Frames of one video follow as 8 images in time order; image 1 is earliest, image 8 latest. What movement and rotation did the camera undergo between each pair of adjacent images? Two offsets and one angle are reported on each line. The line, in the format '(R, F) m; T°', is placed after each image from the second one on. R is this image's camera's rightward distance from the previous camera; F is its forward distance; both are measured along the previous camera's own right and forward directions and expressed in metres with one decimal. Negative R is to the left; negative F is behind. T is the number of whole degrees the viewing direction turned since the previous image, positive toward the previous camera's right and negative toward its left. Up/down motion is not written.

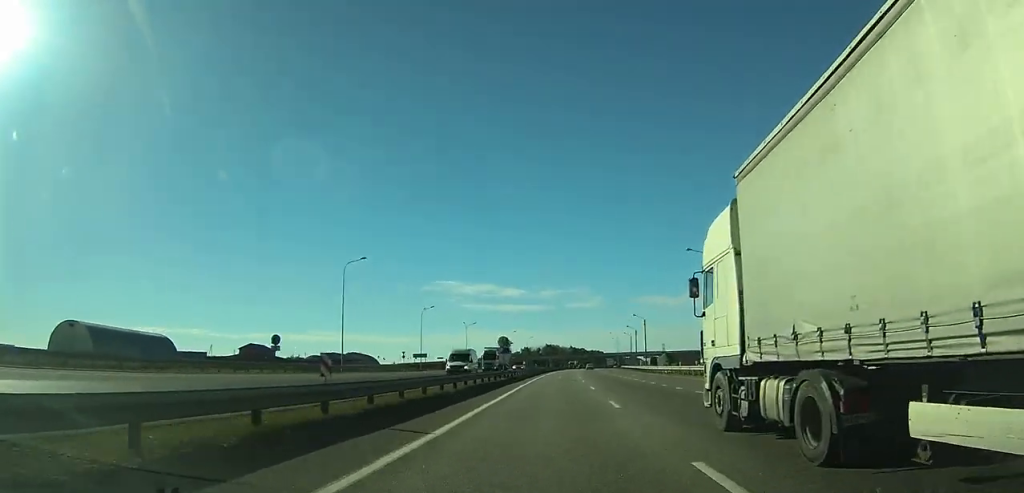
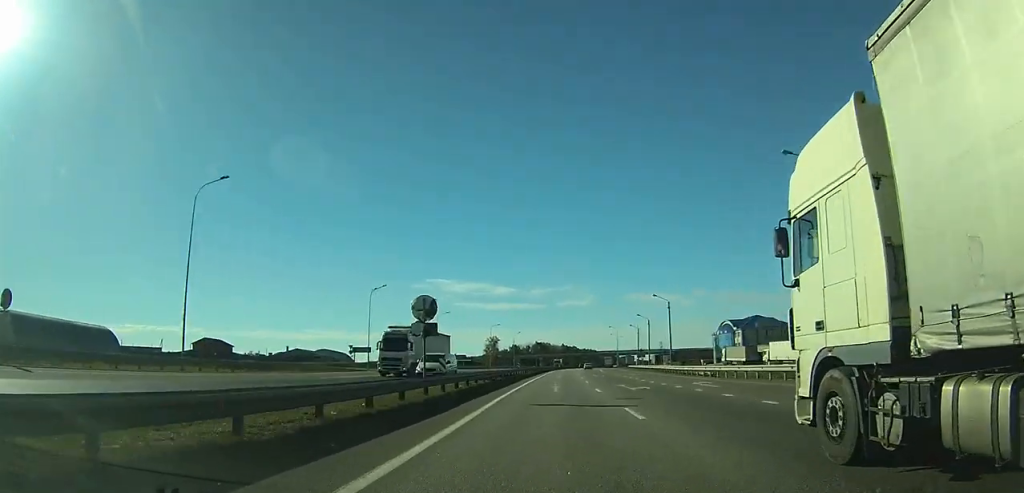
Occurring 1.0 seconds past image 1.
(-0.1, +27.8) m; 0°
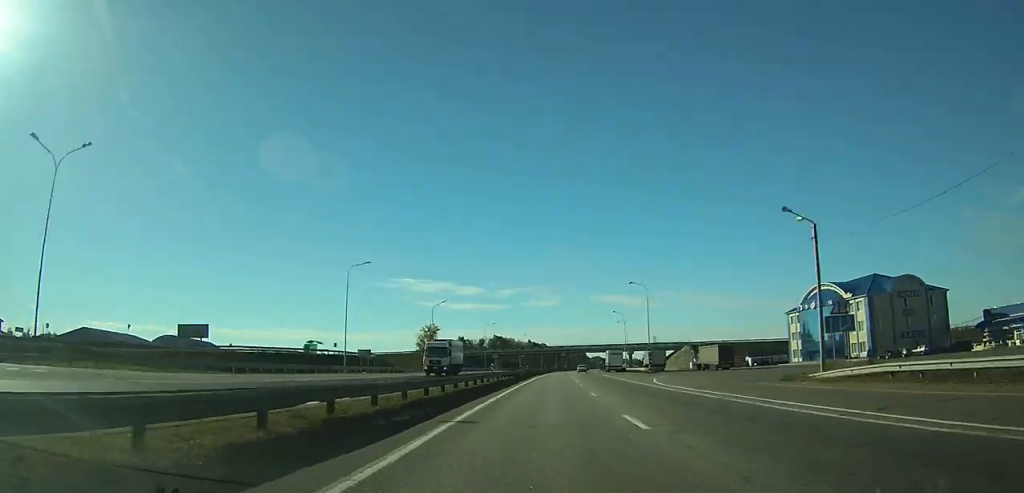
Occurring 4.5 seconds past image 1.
(+2.3, +97.8) m; +3°
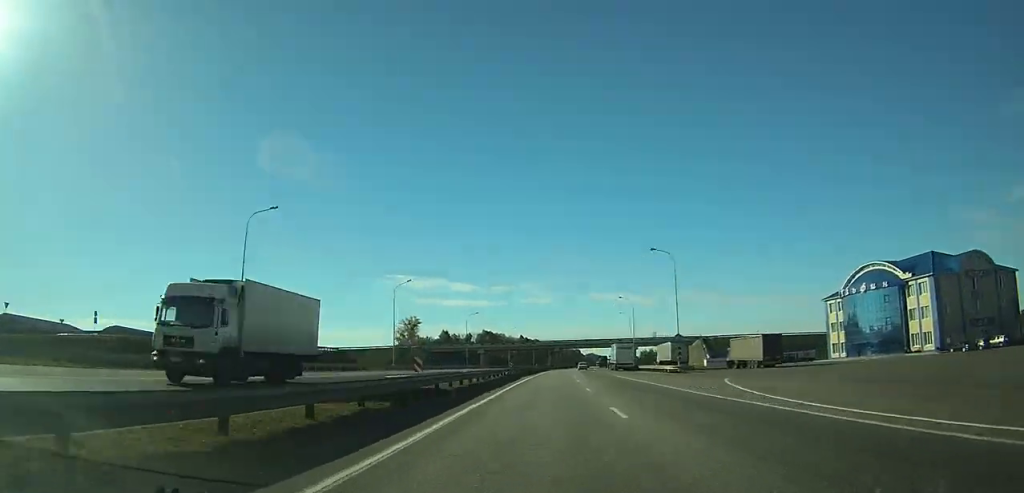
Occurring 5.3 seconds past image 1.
(-0.1, +22.2) m; +1°
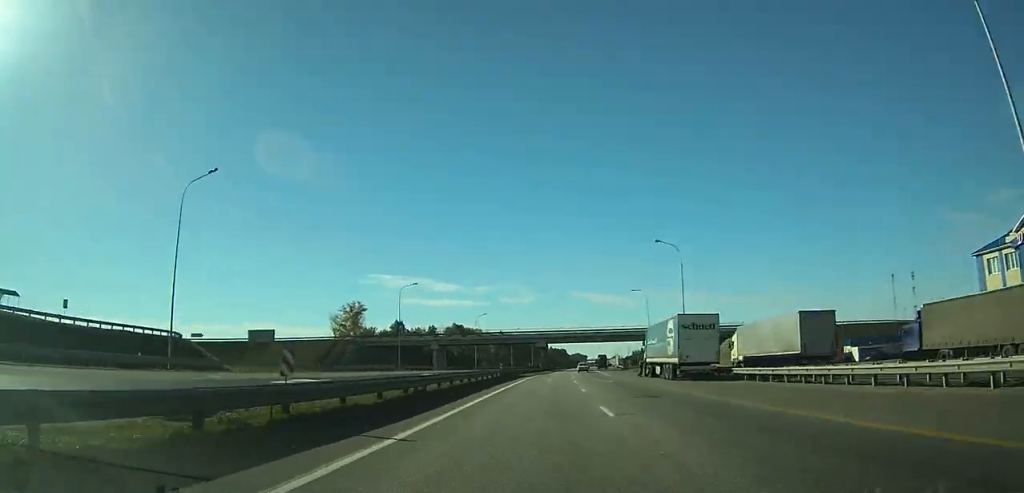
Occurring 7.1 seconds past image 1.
(+0.9, +48.0) m; +2°
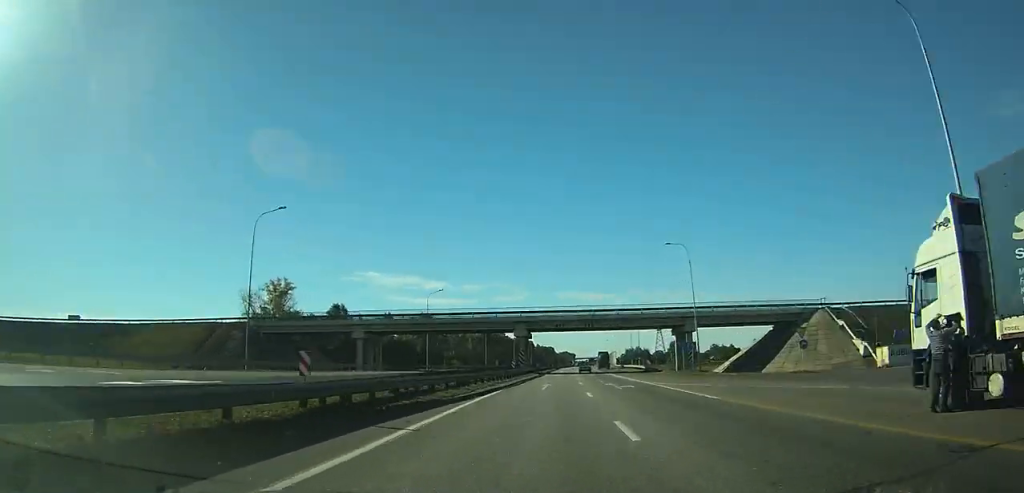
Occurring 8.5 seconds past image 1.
(+0.6, +40.7) m; +1°
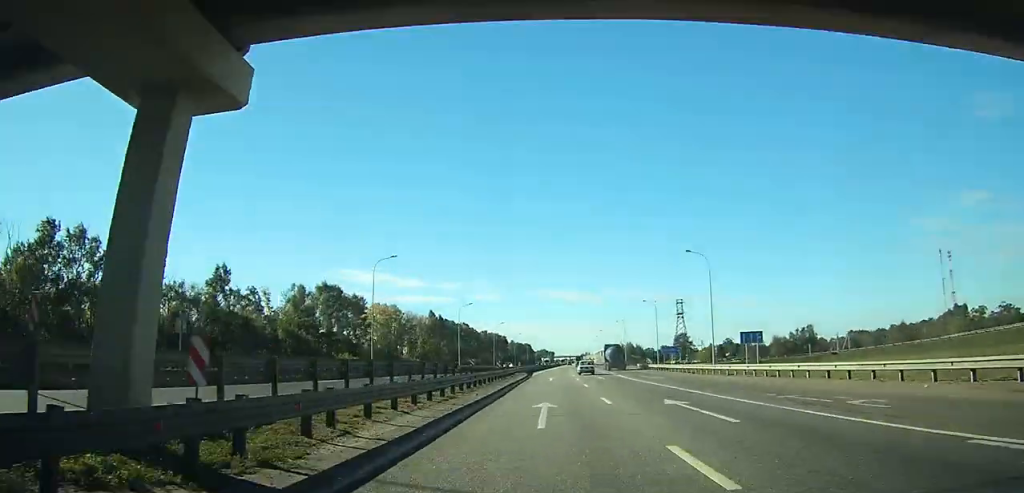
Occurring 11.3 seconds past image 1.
(+1.2, +76.2) m; +2°
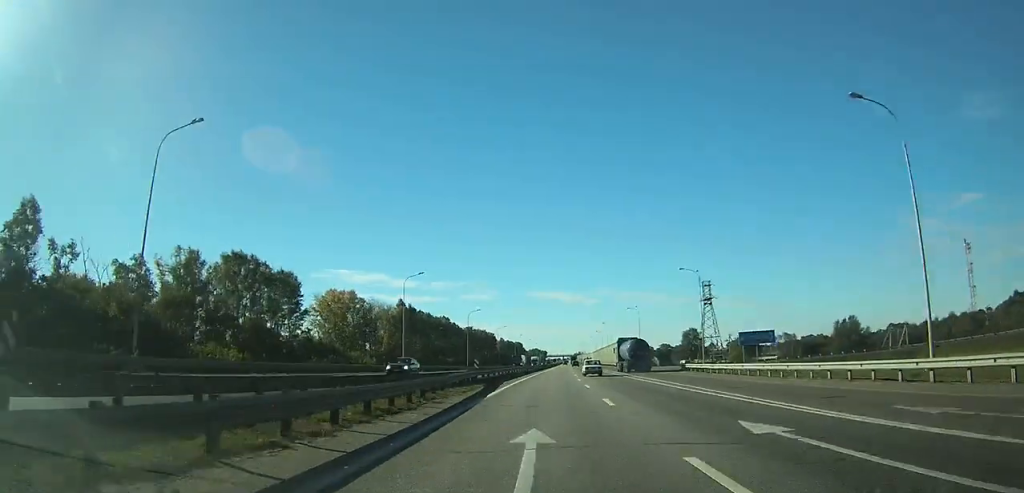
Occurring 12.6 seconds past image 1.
(+0.3, +37.4) m; +1°
